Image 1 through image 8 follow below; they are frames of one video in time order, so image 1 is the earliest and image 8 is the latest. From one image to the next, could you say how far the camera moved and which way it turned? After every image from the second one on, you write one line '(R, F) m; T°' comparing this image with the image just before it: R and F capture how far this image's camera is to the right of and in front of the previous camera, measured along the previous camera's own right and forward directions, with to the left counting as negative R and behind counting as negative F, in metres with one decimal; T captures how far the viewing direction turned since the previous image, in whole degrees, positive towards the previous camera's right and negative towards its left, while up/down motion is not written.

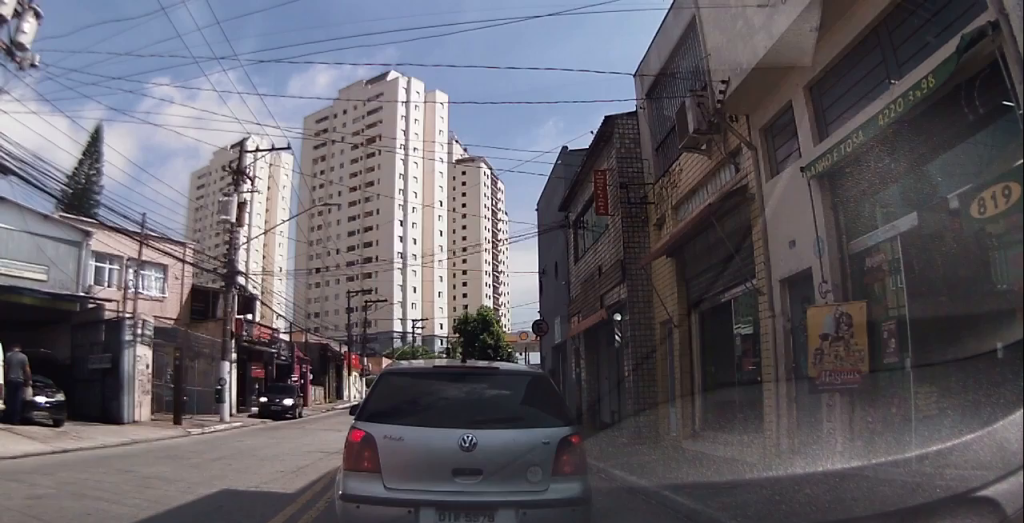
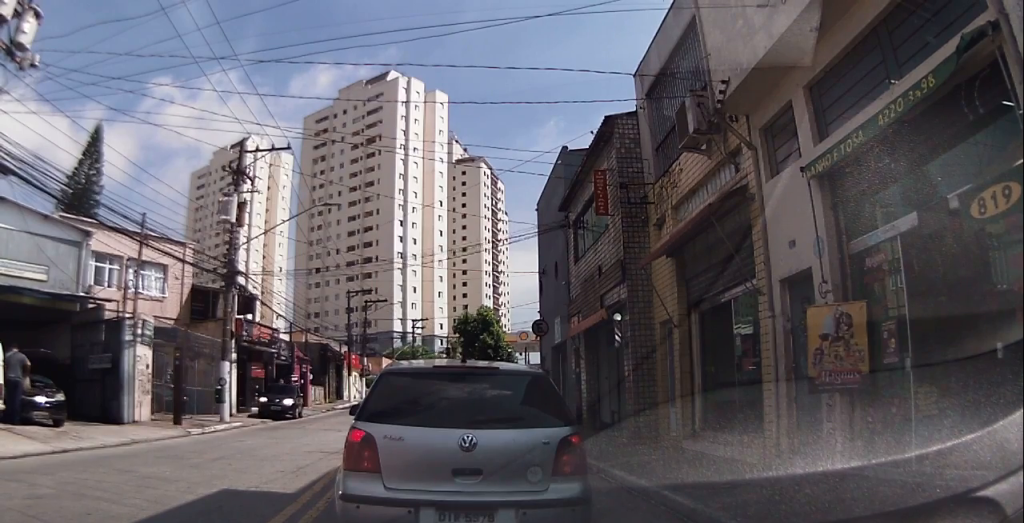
(0.0, 0.0) m; 0°
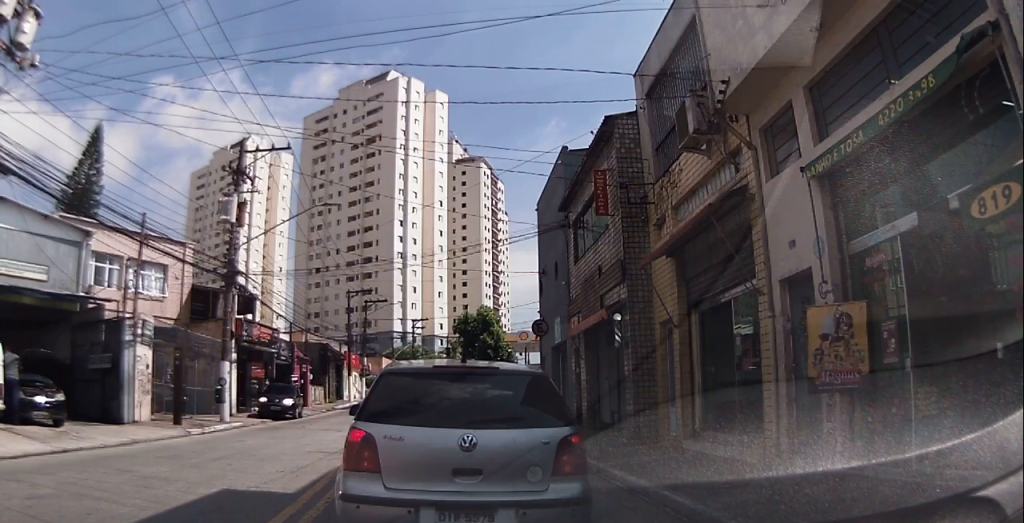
(0.0, 0.0) m; 0°
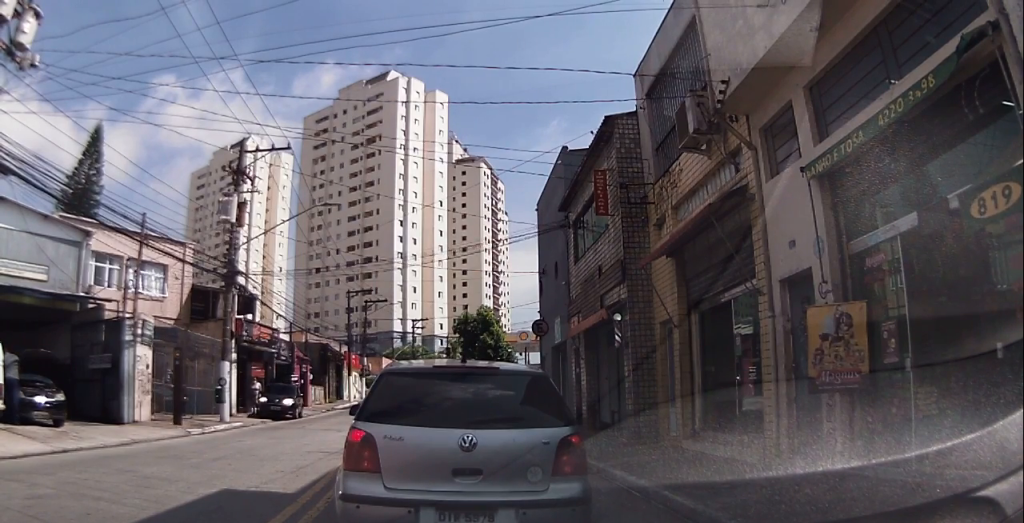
(0.0, 0.0) m; 0°
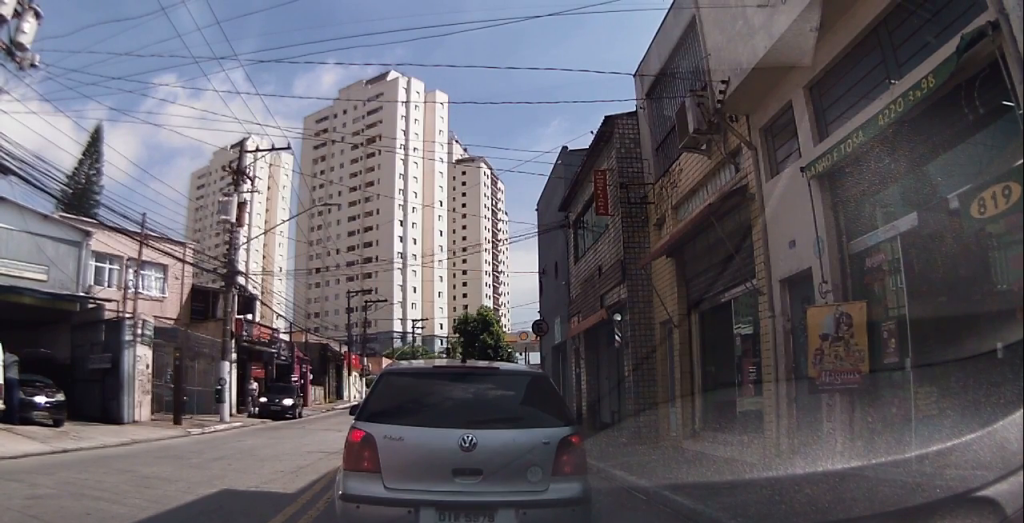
(0.0, 0.0) m; 0°
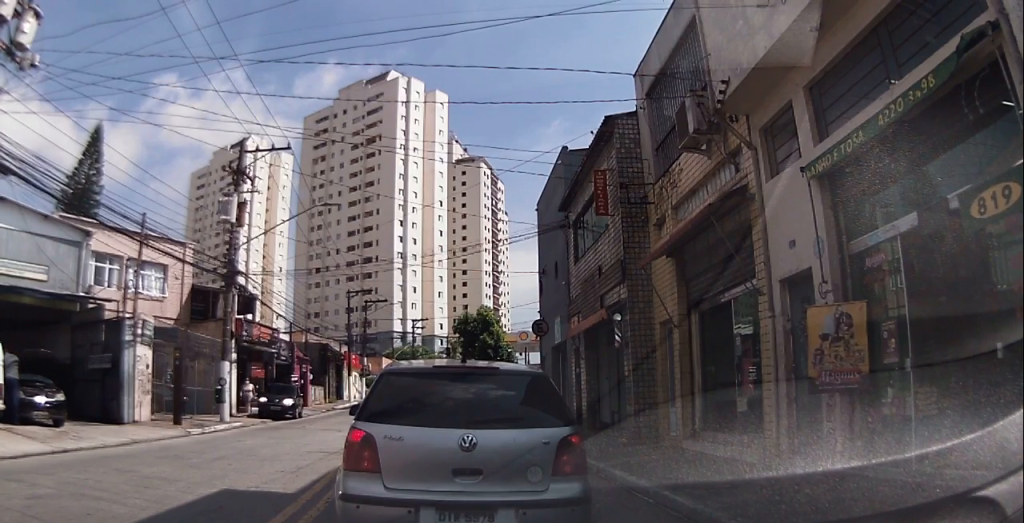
(0.0, 0.0) m; 0°
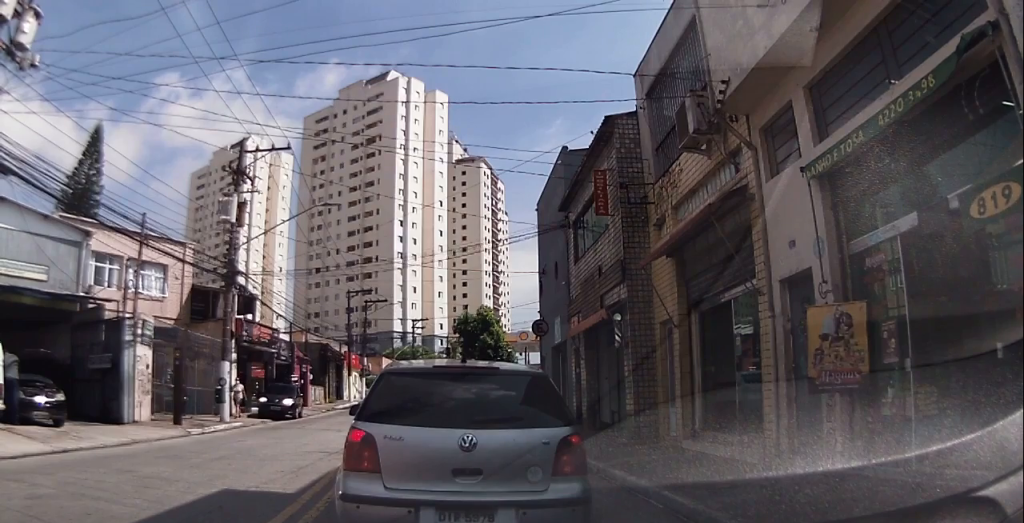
(0.0, 0.0) m; 0°
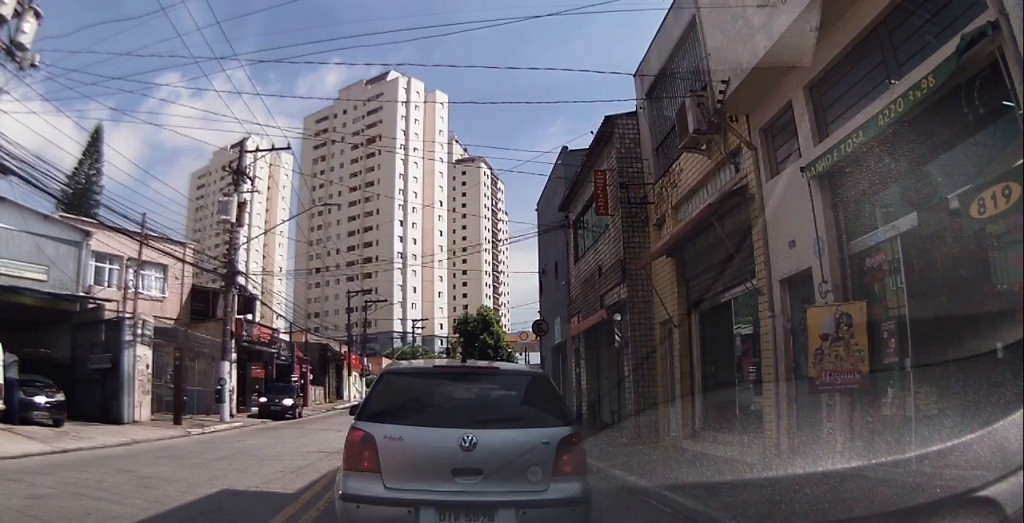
(0.0, 0.0) m; 0°
